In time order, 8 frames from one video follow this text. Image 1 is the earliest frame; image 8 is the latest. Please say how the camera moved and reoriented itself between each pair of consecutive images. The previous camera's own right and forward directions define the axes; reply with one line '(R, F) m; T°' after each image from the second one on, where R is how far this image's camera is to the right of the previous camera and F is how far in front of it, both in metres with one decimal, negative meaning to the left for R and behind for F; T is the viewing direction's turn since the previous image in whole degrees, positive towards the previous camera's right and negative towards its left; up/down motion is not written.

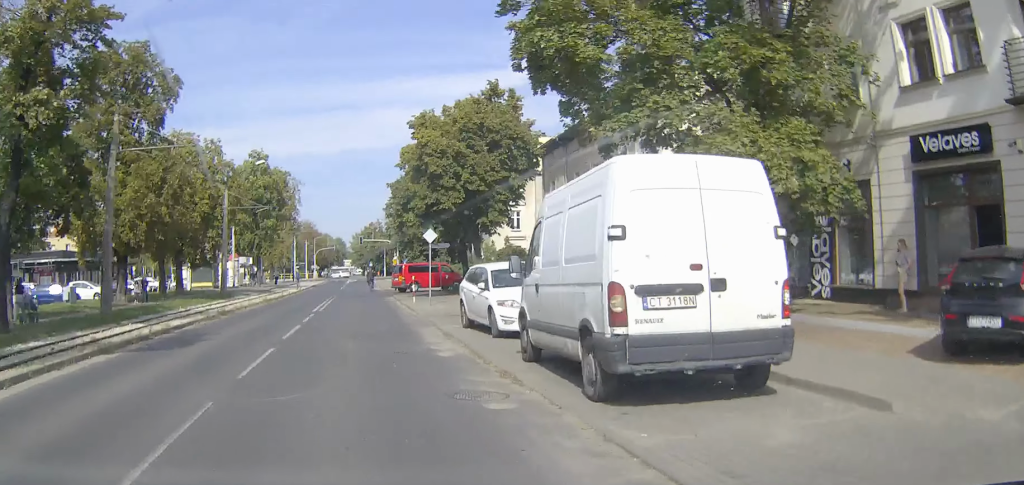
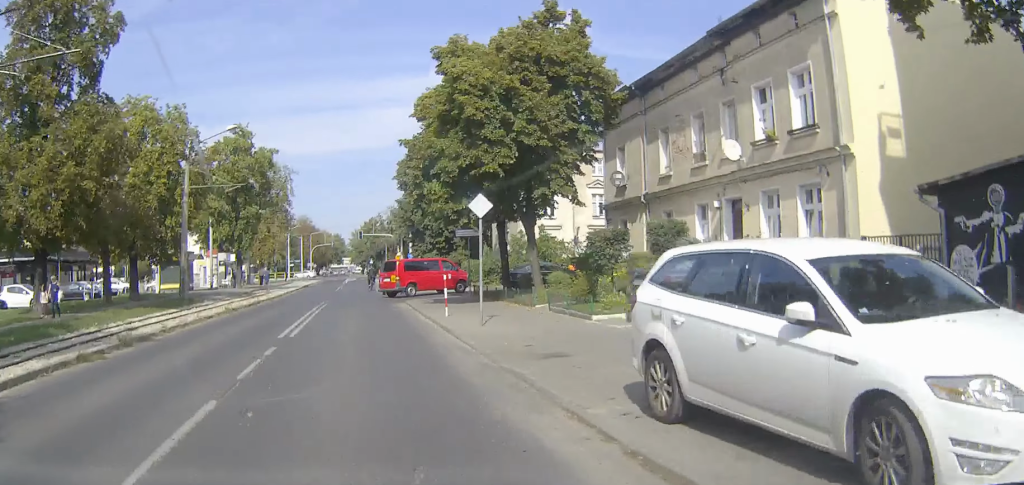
(-0.3, +11.9) m; -1°
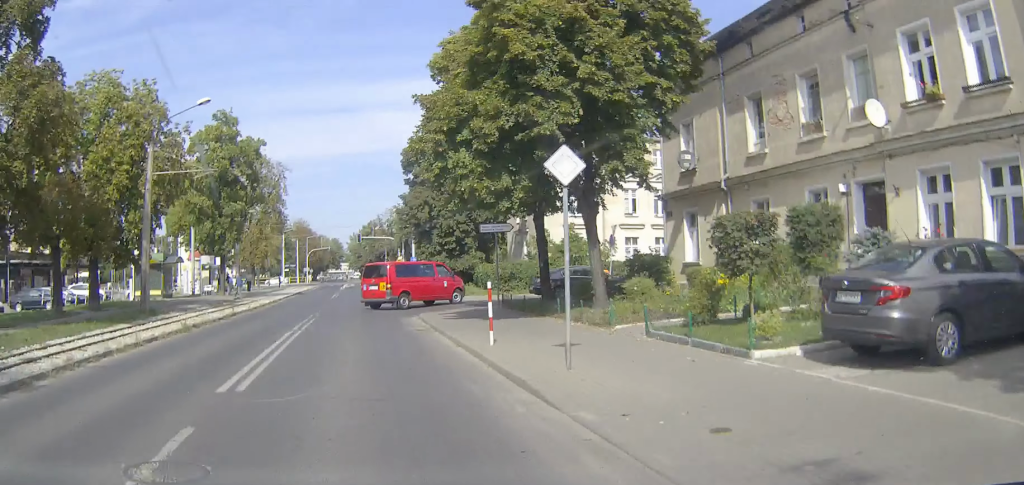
(+0.1, +6.9) m; +1°
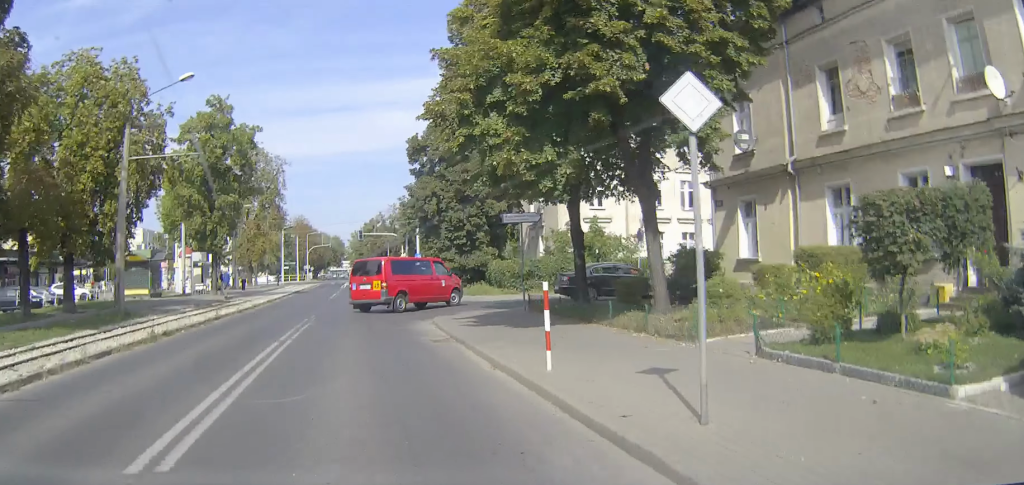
(0.0, +3.8) m; 0°
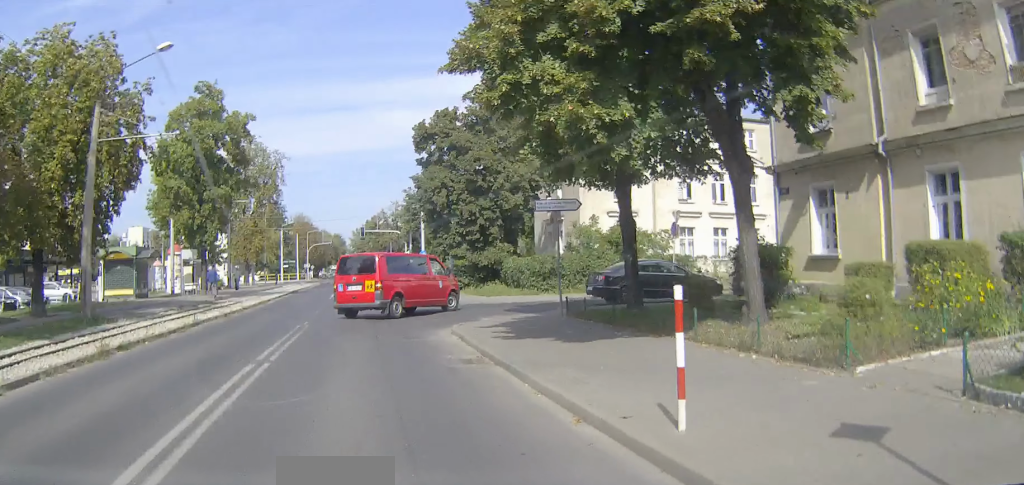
(0.0, +4.0) m; -1°
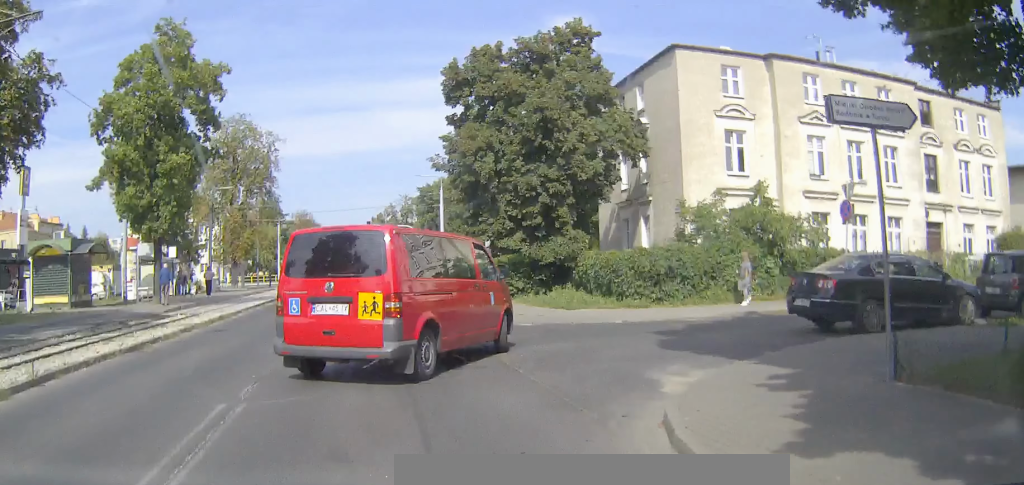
(+0.1, +14.2) m; +4°
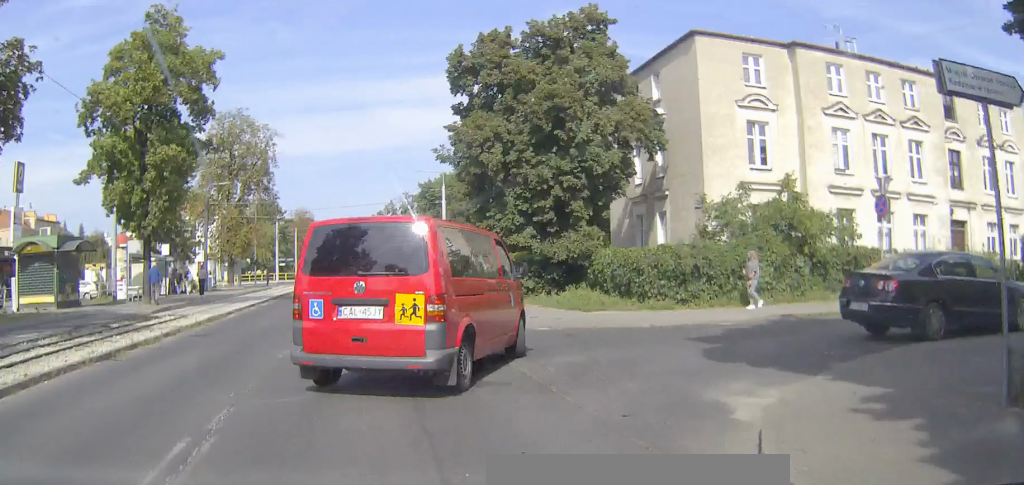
(0.0, +1.9) m; +1°
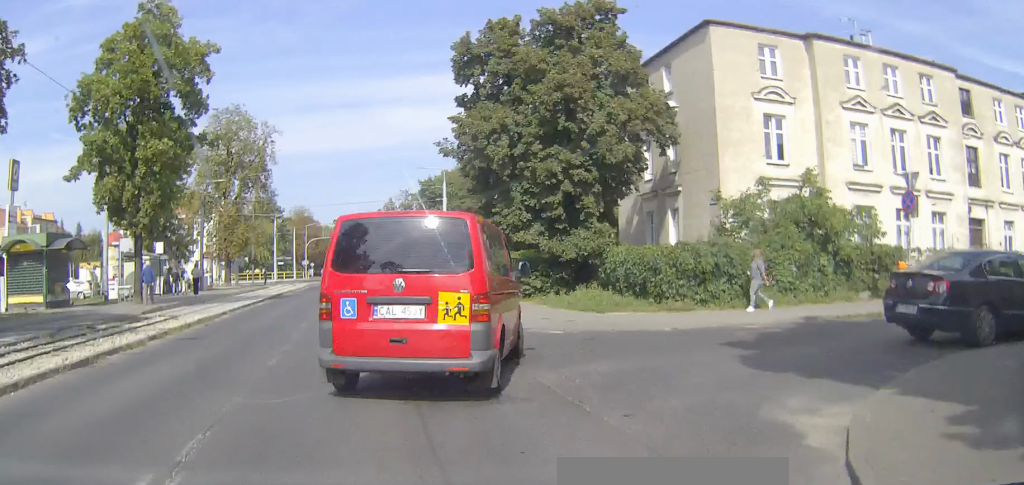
(0.0, +1.5) m; +1°
